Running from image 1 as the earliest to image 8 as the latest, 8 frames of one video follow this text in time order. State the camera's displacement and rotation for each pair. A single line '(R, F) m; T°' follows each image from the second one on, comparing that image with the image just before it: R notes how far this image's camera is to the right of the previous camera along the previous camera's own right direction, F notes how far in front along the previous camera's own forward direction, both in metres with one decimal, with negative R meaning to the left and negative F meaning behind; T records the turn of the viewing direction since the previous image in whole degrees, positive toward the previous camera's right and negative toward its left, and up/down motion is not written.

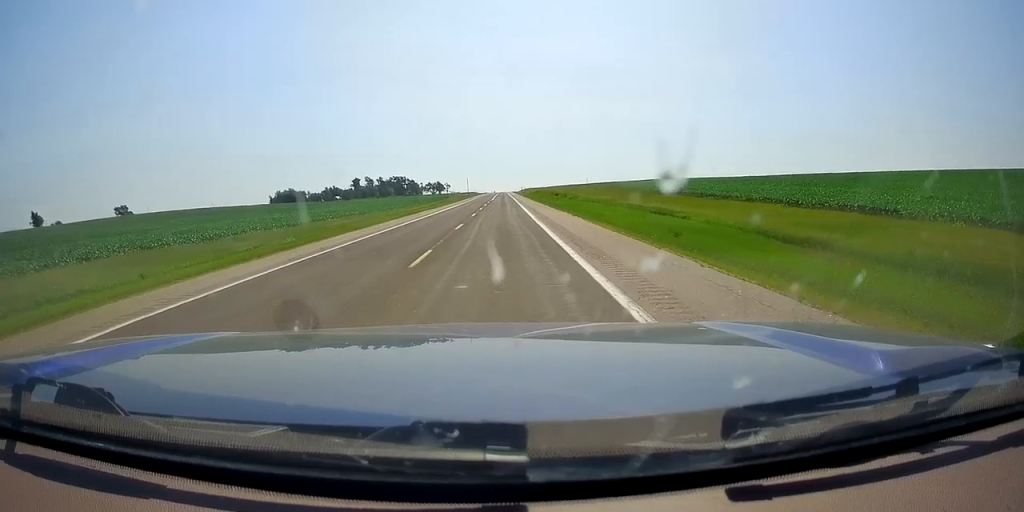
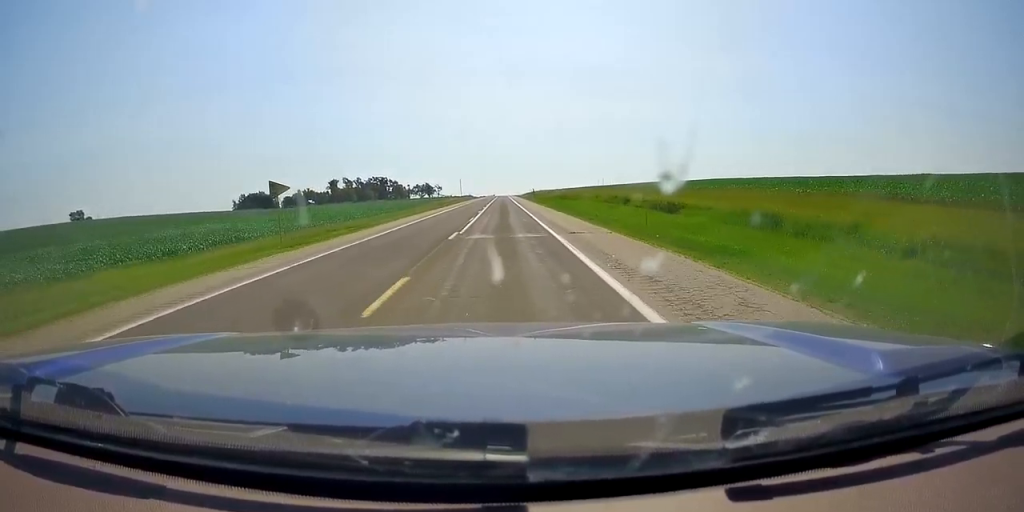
(0.0, +65.8) m; +1°
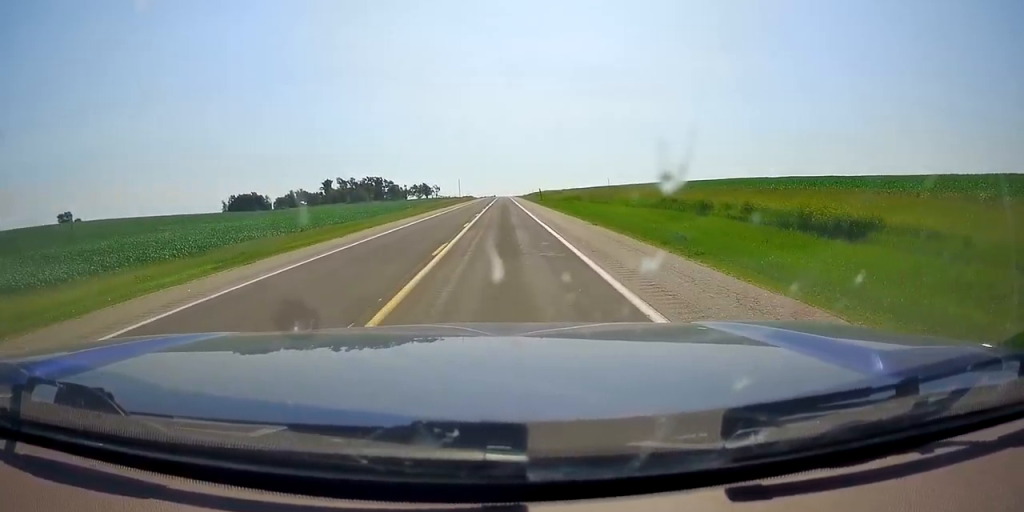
(+0.2, +16.8) m; 0°
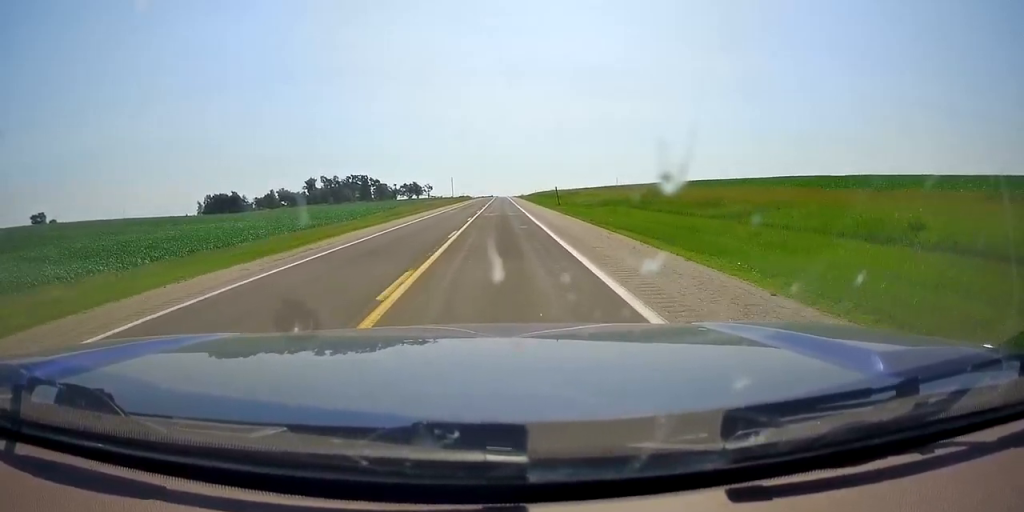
(+0.1, +30.6) m; -1°
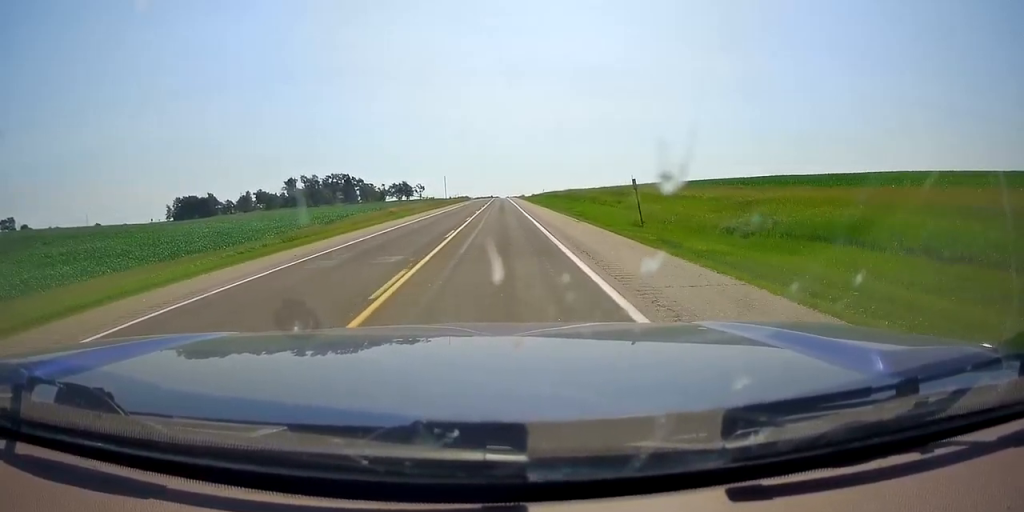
(-0.3, +36.2) m; -1°
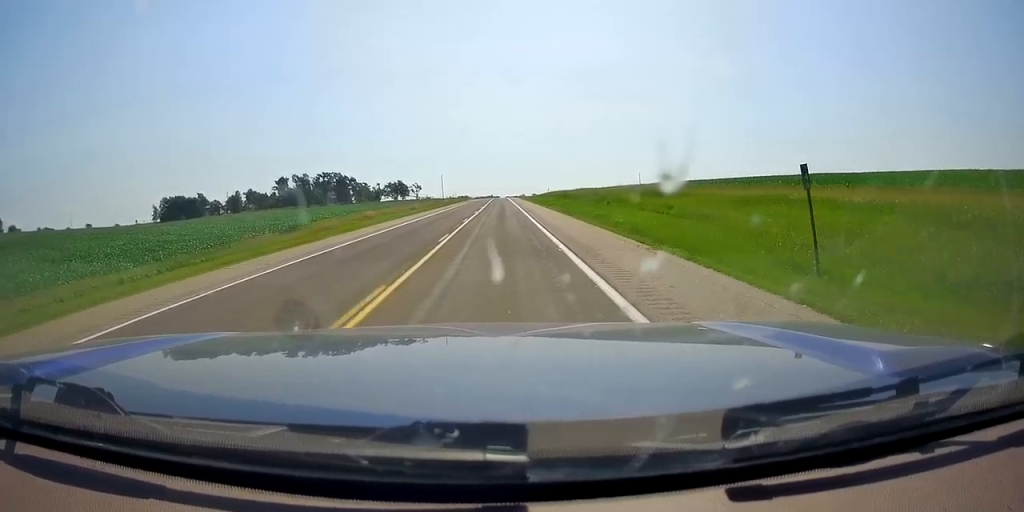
(0.0, +14.3) m; 0°
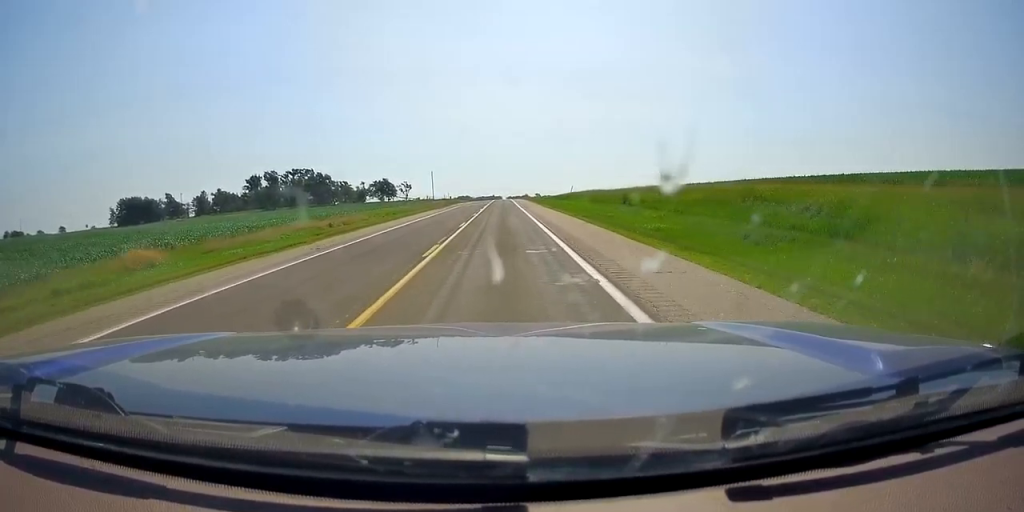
(0.0, +40.8) m; 0°
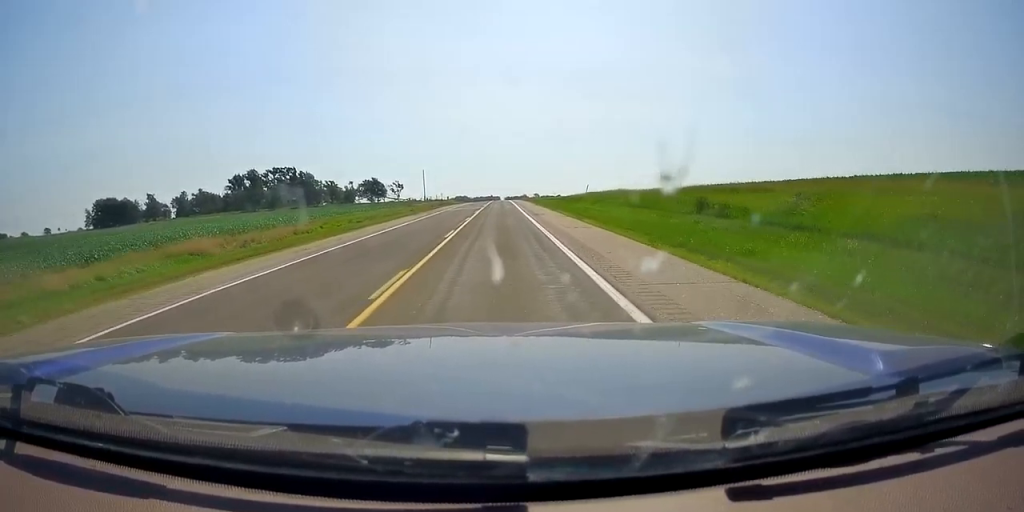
(0.0, +17.9) m; 0°
